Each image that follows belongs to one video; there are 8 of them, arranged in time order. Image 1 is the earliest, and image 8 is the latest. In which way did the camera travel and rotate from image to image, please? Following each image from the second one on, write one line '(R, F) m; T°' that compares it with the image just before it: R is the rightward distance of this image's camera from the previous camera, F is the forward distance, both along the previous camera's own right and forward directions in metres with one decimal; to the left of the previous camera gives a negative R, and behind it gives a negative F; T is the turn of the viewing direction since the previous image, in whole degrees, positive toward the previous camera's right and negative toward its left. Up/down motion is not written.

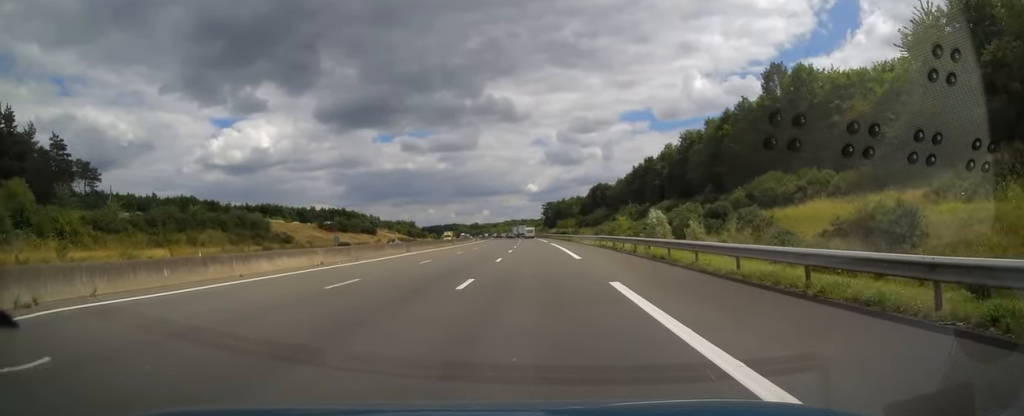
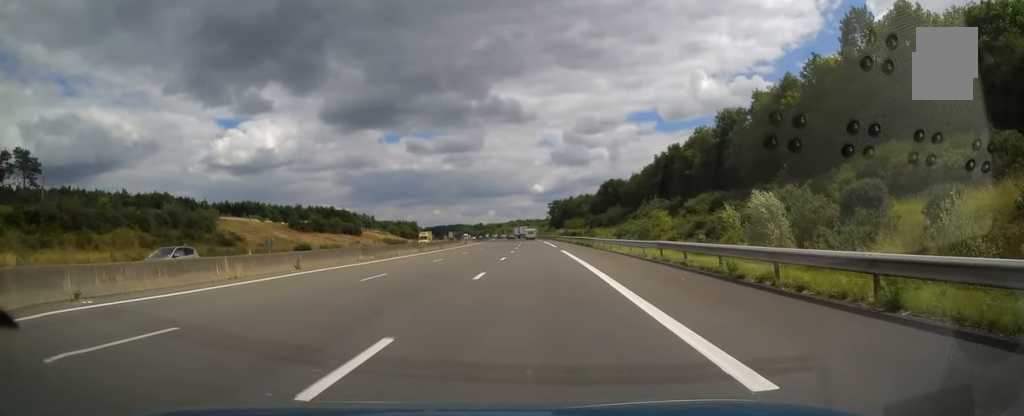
(-0.1, +22.6) m; 0°
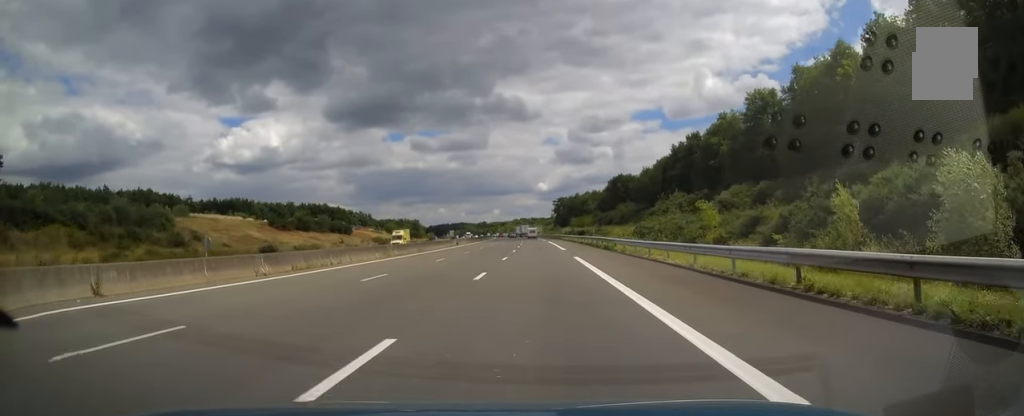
(+0.1, +13.1) m; 0°
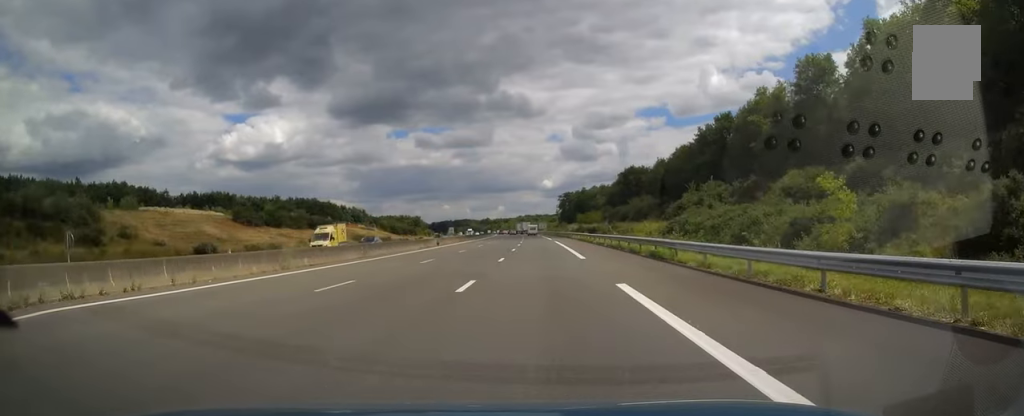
(-0.1, +17.1) m; -1°
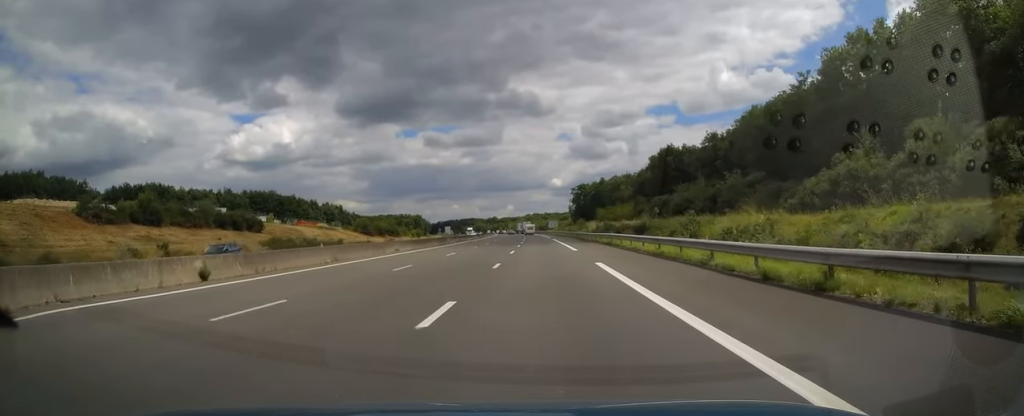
(-0.7, +44.1) m; -1°
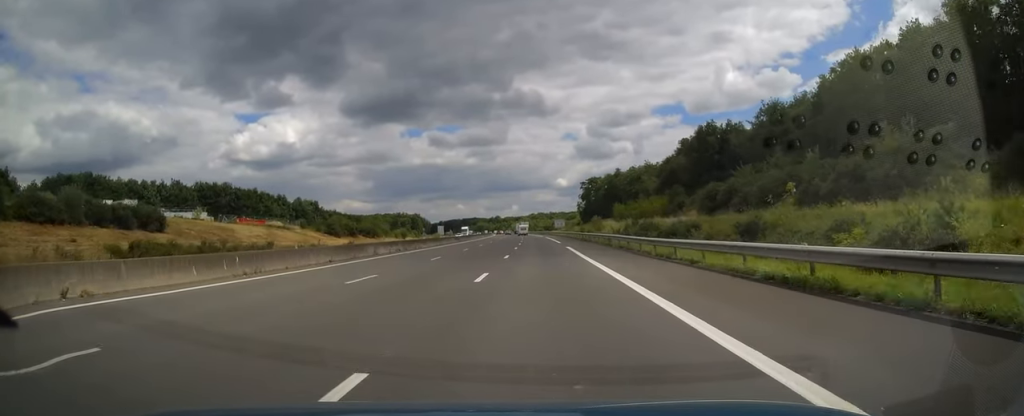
(+0.1, +31.4) m; 0°
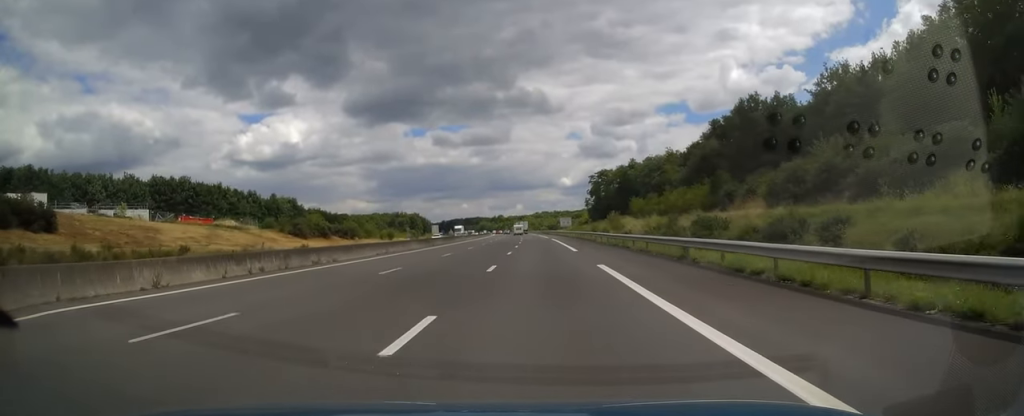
(-0.1, +21.9) m; -1°
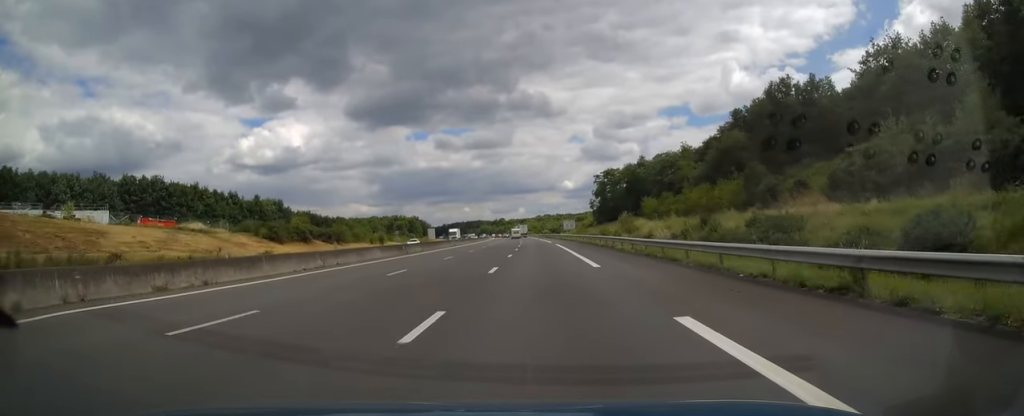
(0.0, +11.8) m; 0°
